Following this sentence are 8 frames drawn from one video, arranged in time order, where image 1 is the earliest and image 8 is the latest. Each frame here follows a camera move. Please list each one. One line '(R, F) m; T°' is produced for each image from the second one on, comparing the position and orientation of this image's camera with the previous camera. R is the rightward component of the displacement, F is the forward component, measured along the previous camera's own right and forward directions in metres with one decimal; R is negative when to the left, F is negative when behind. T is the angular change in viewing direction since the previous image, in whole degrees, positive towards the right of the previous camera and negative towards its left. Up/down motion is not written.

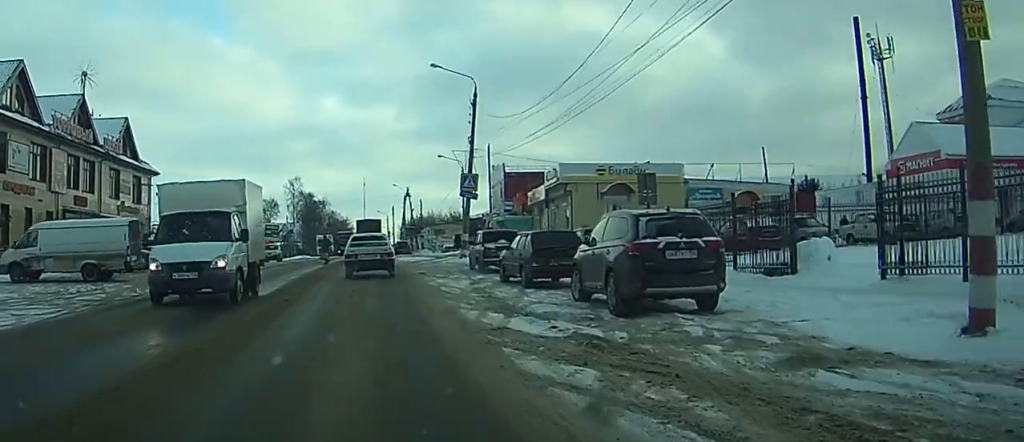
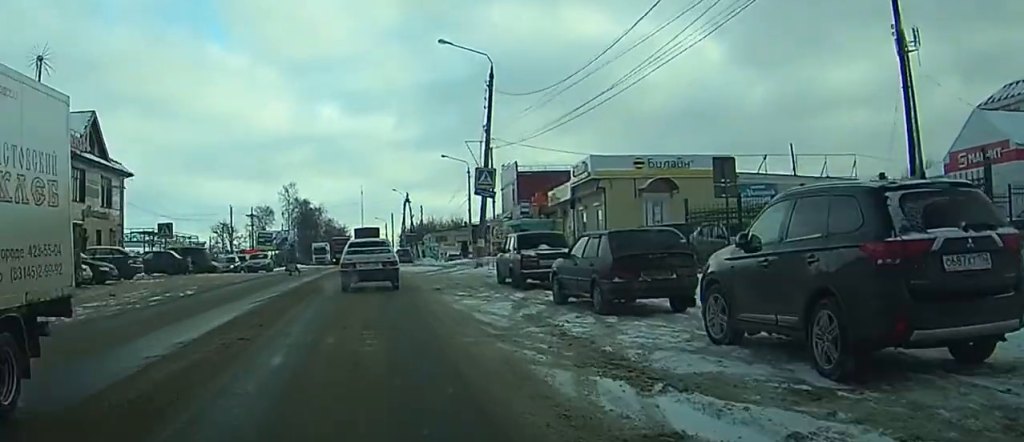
(+0.1, +6.4) m; -1°
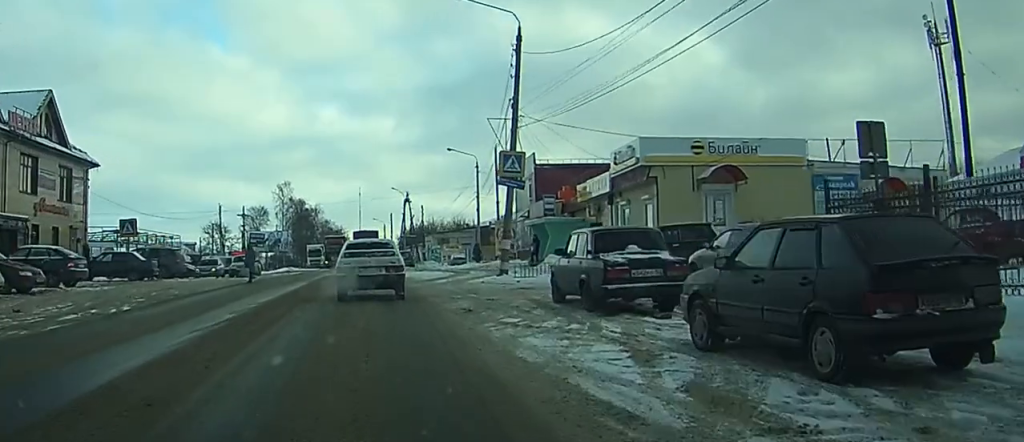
(-0.1, +7.0) m; -2°
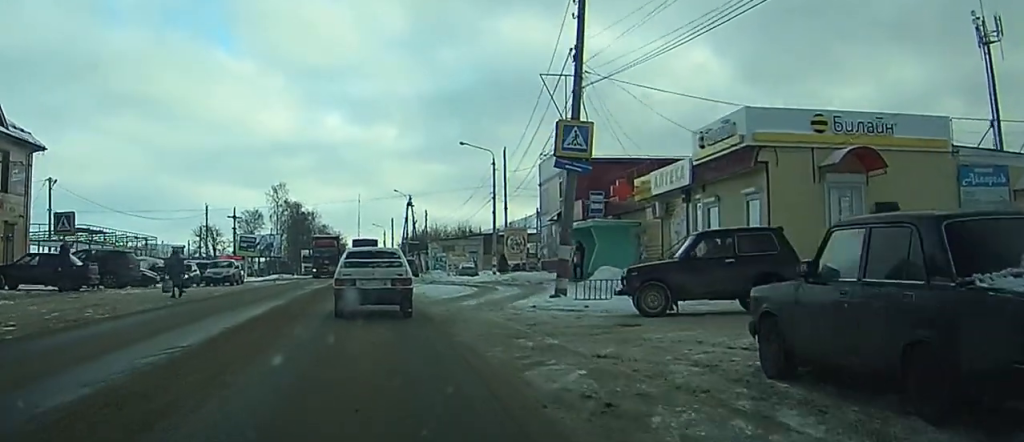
(-0.2, +9.1) m; -1°
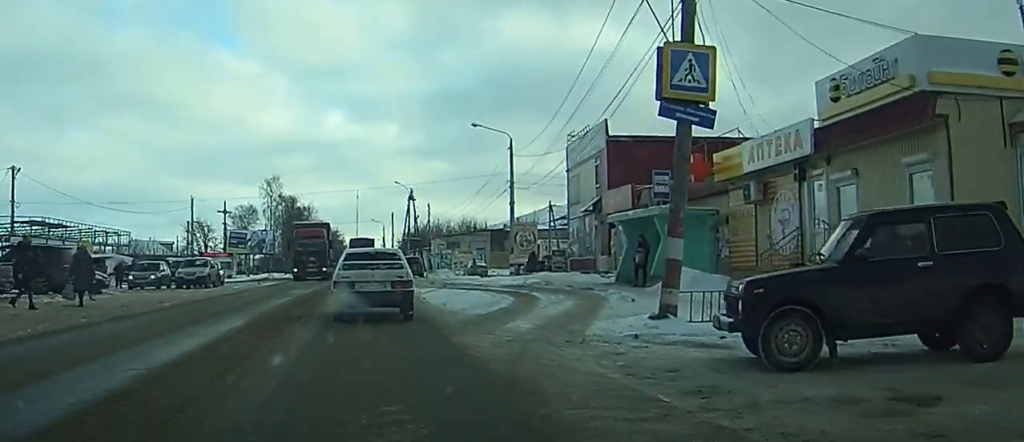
(0.0, +7.9) m; -1°
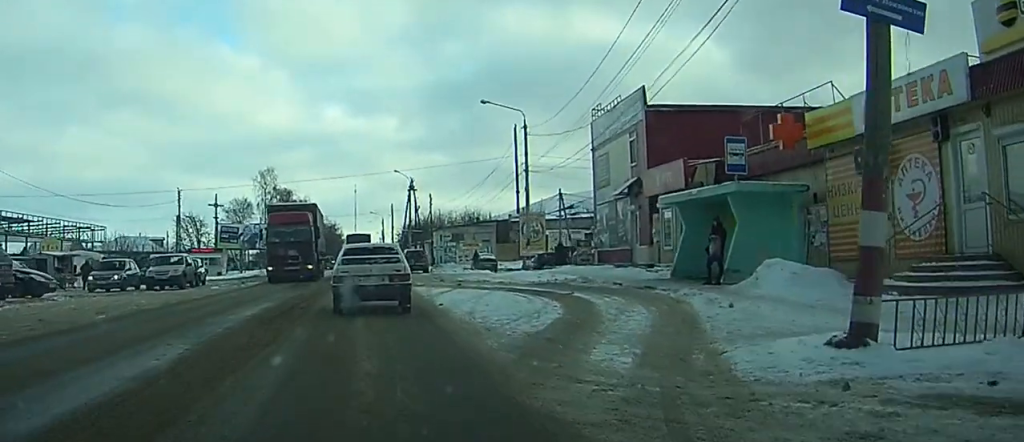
(-0.1, +5.9) m; -1°
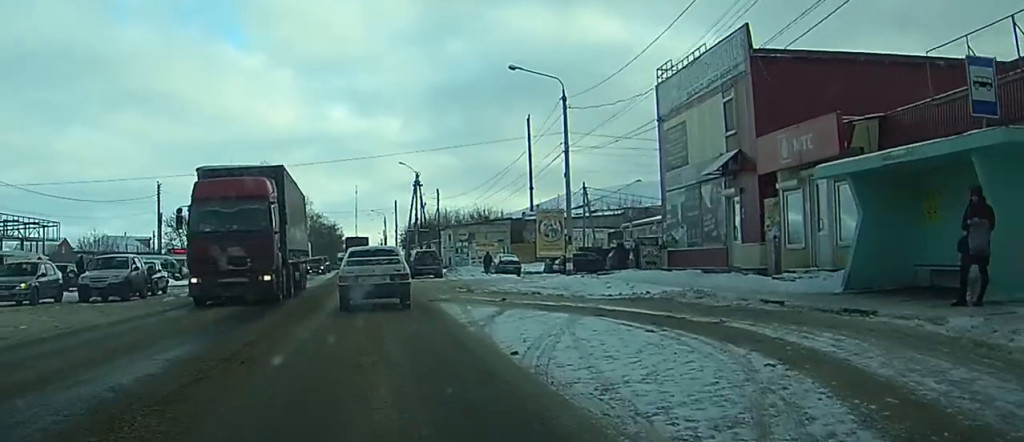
(-0.1, +9.5) m; -1°
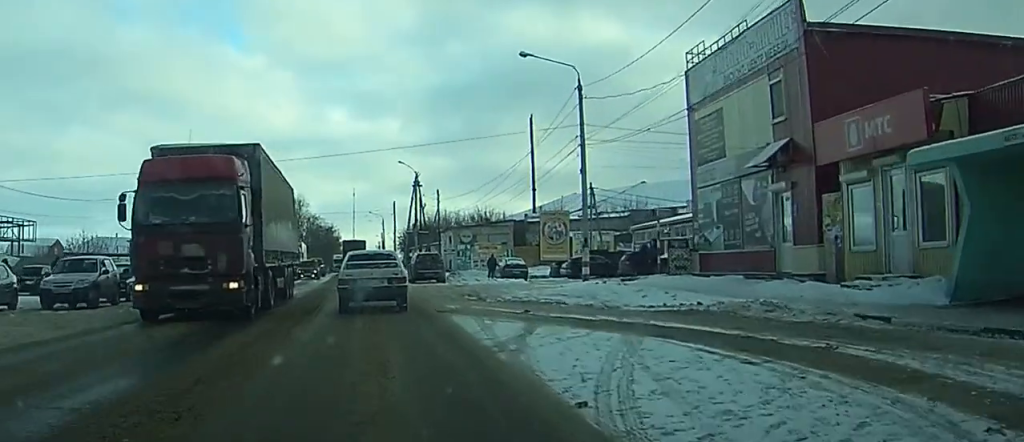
(0.0, +3.3) m; +1°
